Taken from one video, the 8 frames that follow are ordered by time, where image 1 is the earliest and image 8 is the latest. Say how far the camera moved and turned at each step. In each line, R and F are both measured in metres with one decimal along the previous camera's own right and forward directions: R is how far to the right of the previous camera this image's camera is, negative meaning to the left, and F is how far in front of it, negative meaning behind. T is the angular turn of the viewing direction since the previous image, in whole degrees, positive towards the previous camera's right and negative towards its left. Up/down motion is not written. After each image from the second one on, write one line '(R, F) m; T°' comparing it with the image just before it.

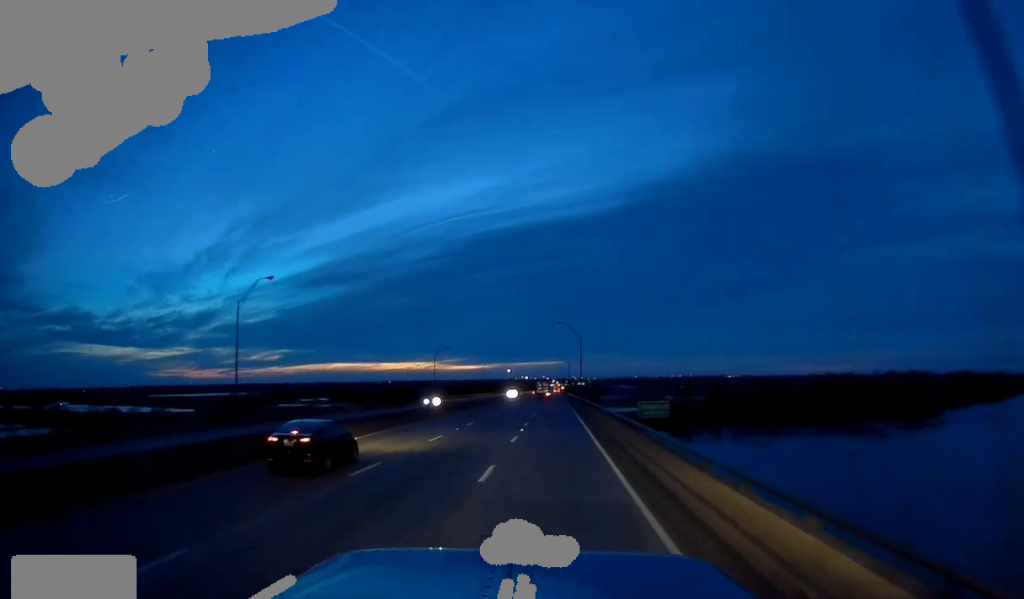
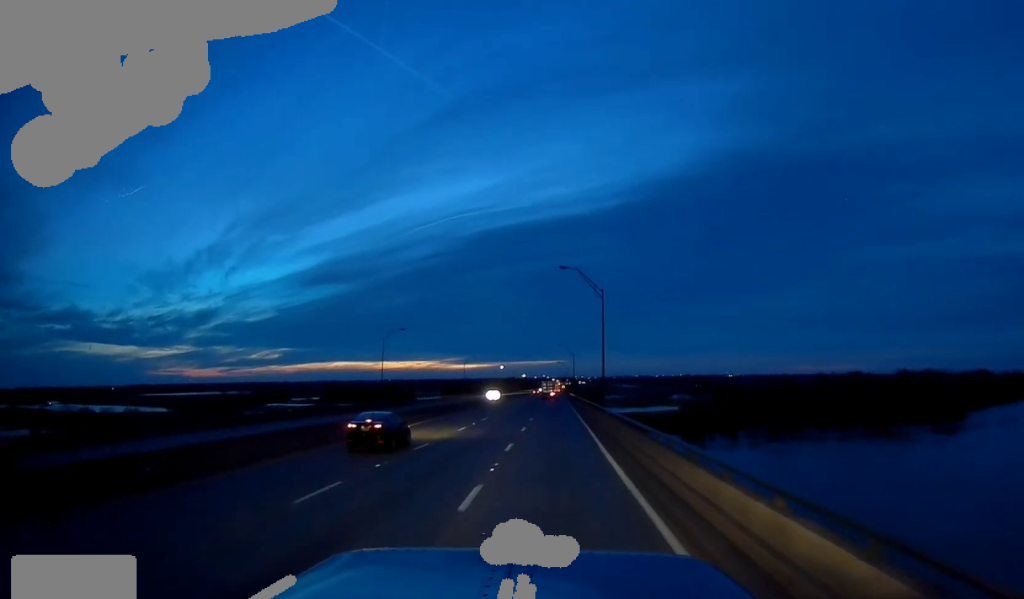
(+0.7, +40.2) m; +1°
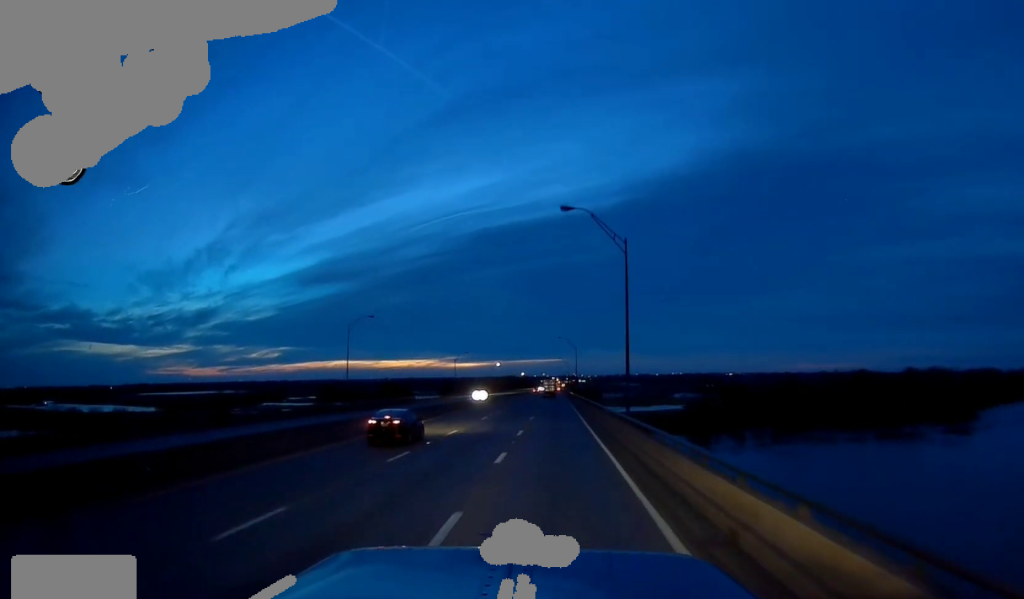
(-0.3, +17.0) m; -1°
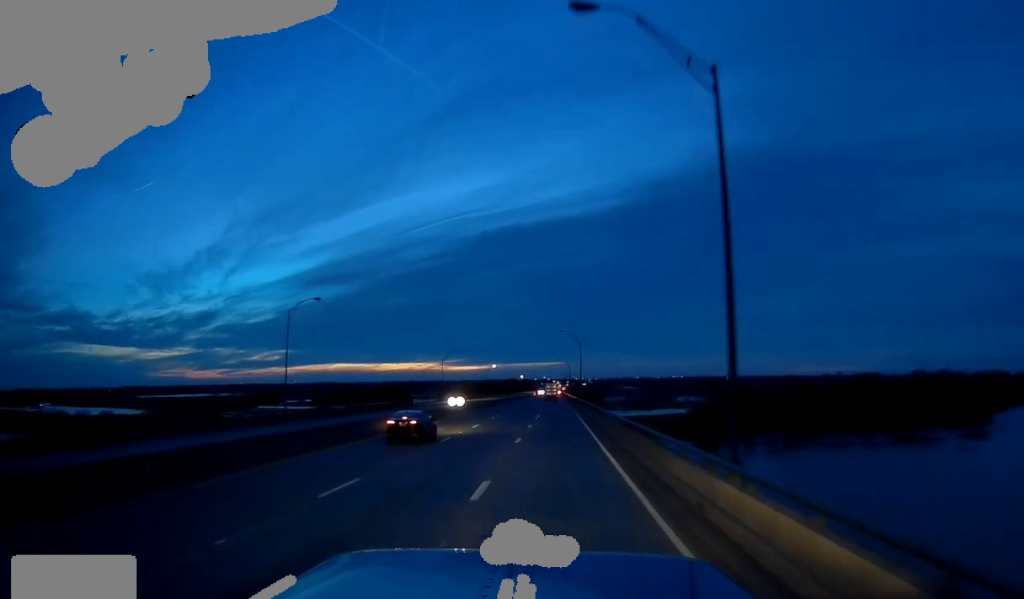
(-0.2, +18.8) m; 0°
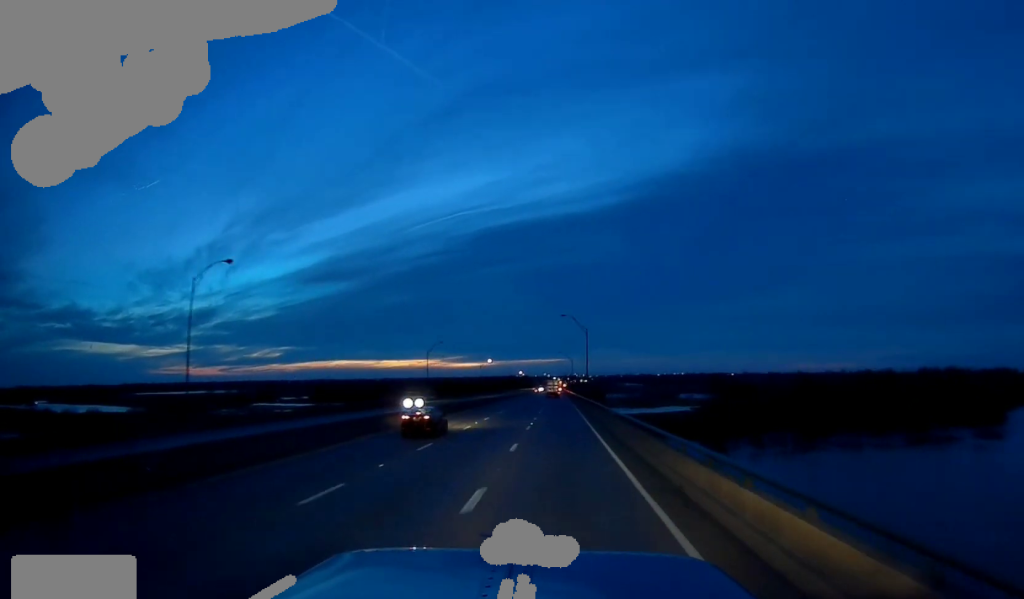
(0.0, +18.0) m; 0°
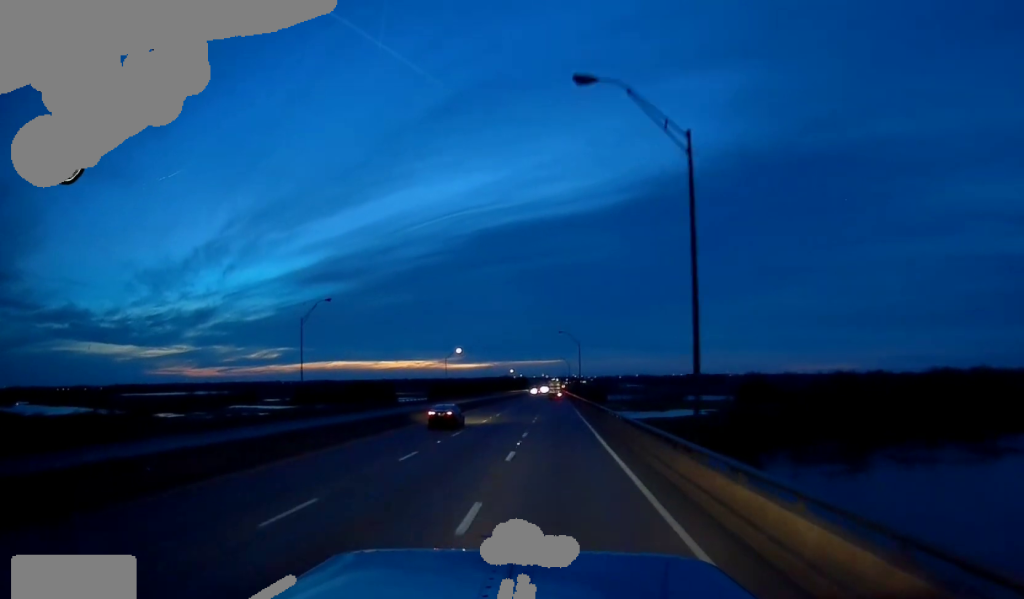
(+1.1, +63.5) m; +1°
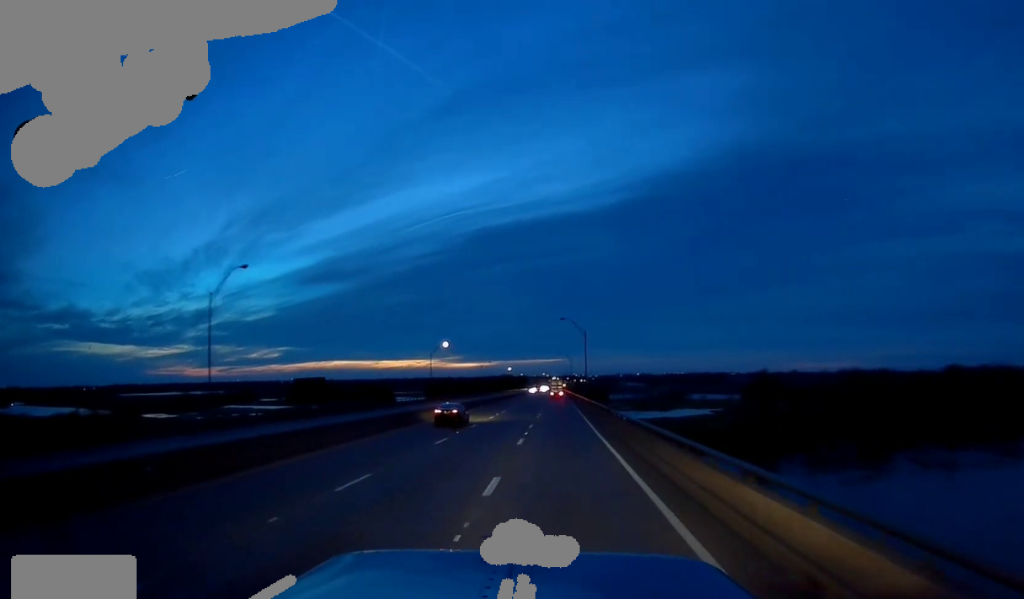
(-0.2, +18.7) m; -1°
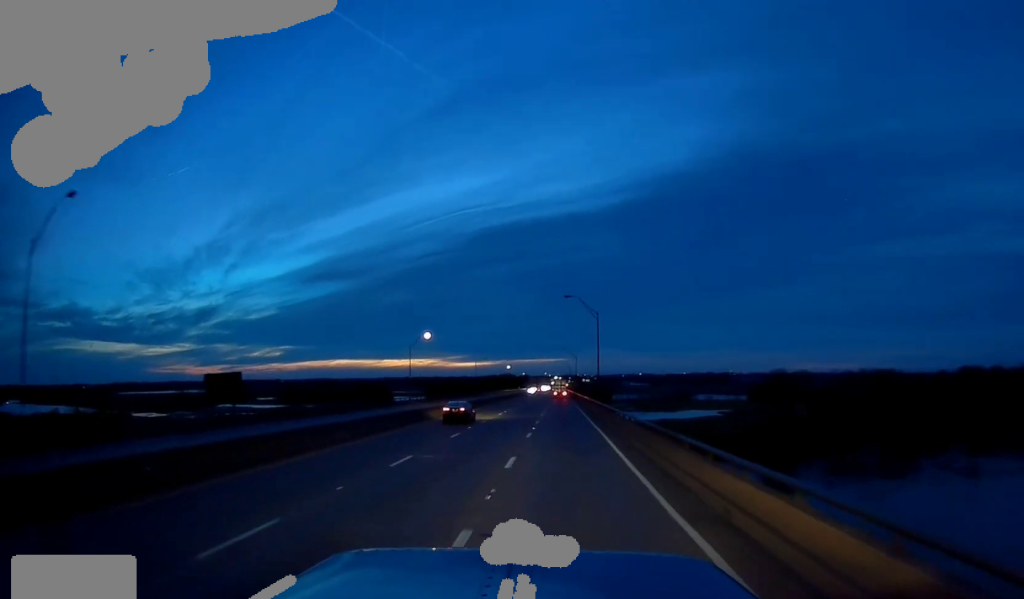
(0.0, +19.5) m; +1°
